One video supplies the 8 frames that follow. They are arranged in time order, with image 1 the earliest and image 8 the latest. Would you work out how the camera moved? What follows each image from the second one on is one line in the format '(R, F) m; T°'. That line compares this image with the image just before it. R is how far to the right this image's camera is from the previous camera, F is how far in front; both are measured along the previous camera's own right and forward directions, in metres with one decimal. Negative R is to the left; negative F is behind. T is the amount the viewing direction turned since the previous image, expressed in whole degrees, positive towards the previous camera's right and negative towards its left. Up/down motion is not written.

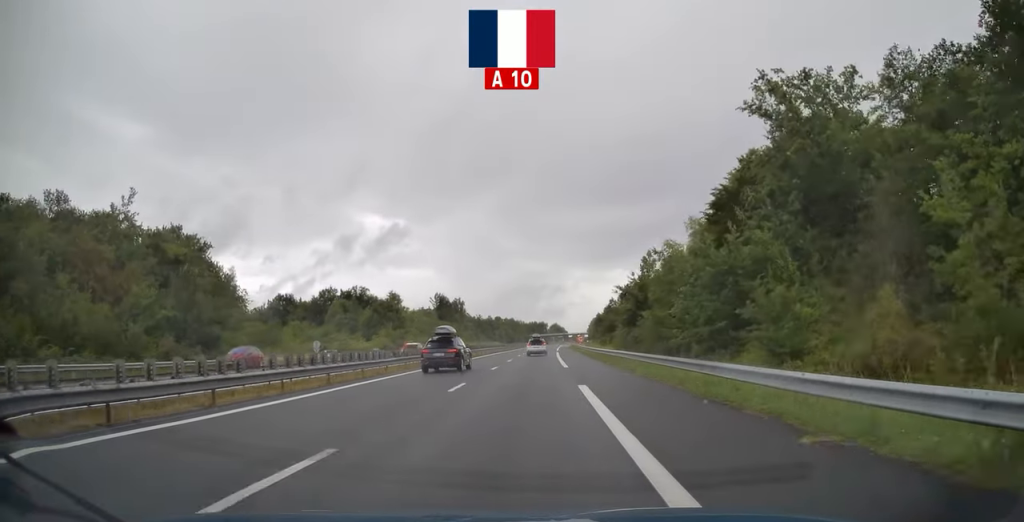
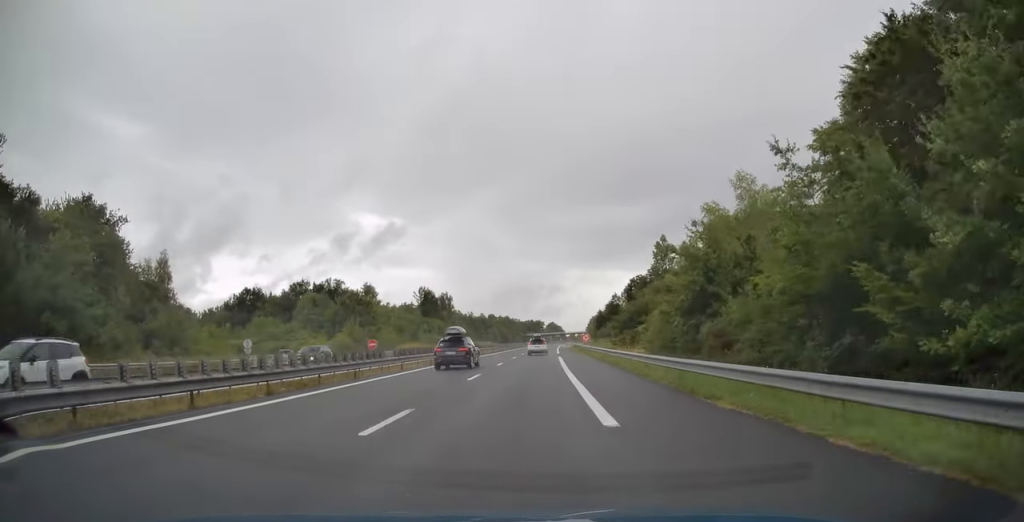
(+0.1, +21.0) m; +1°
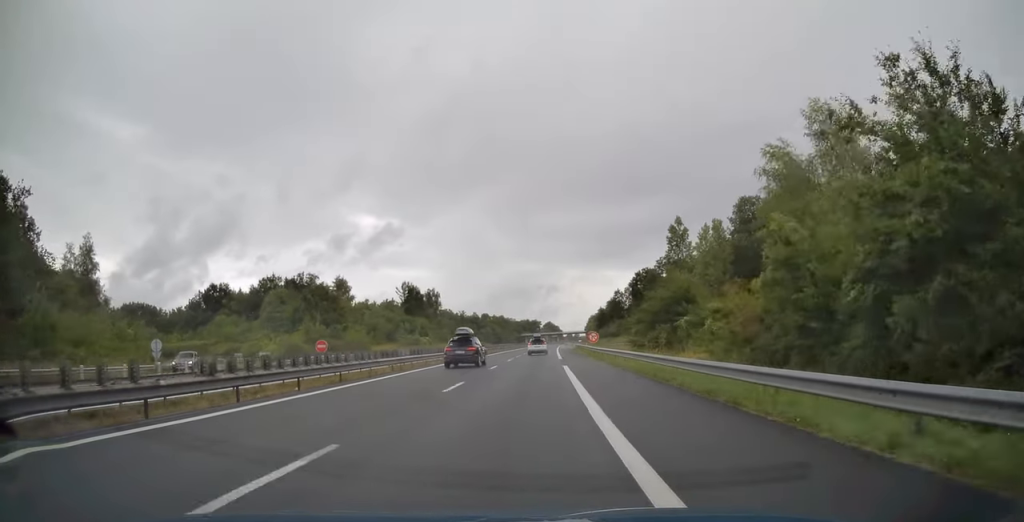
(+0.1, +17.8) m; 0°
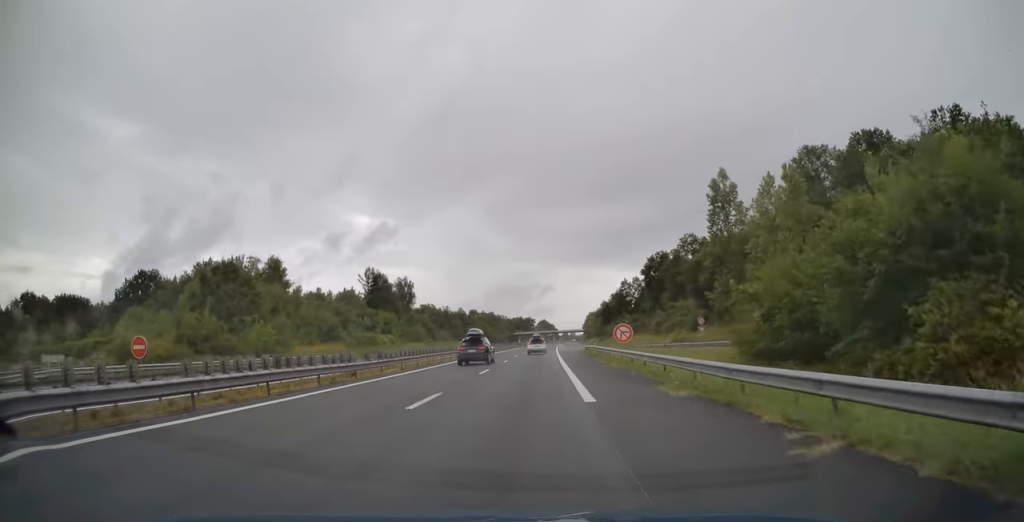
(+0.2, +30.2) m; +1°
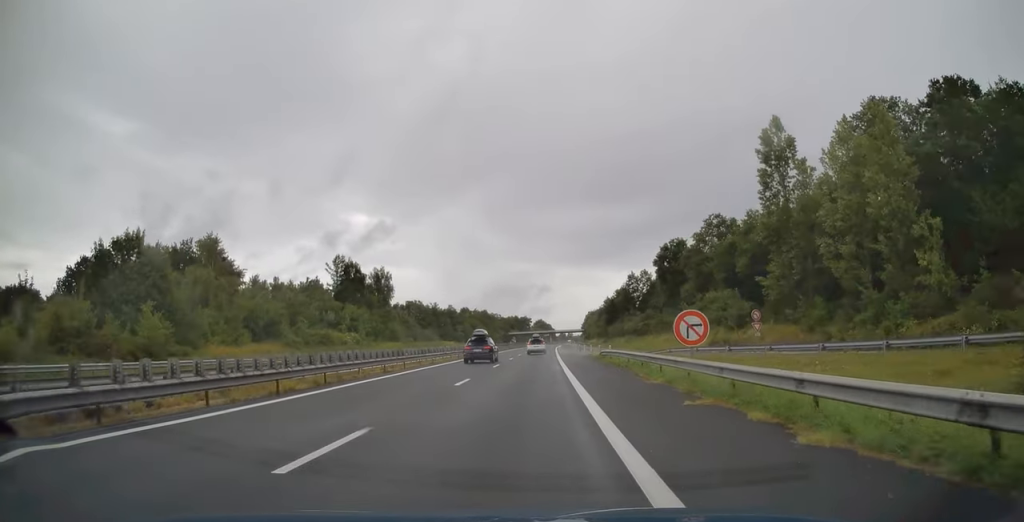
(0.0, +19.4) m; 0°
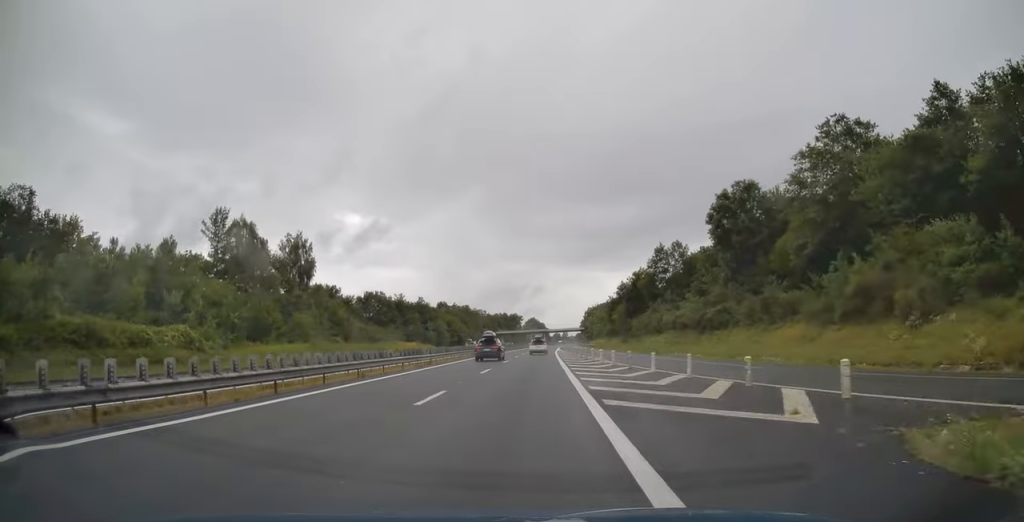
(+0.4, +44.2) m; +1°
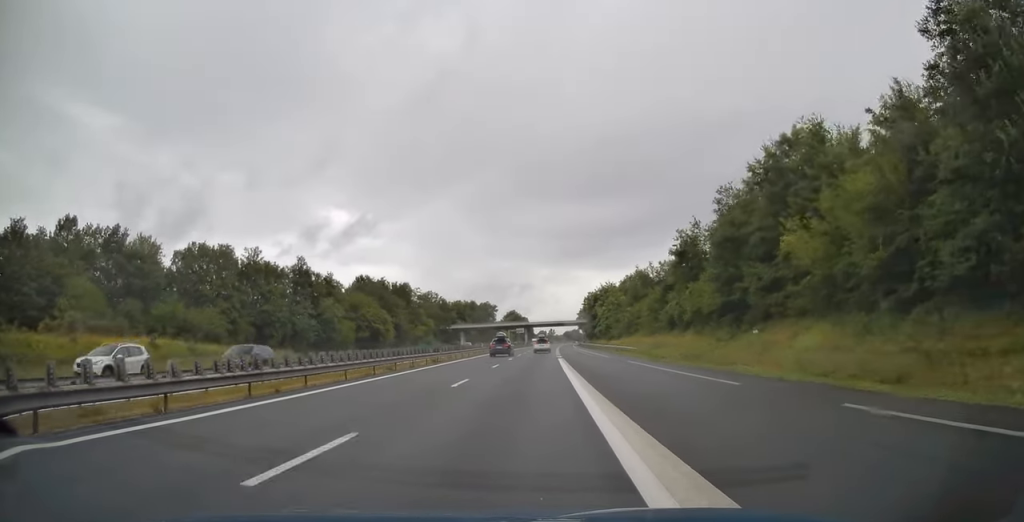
(+1.1, +85.6) m; +1°
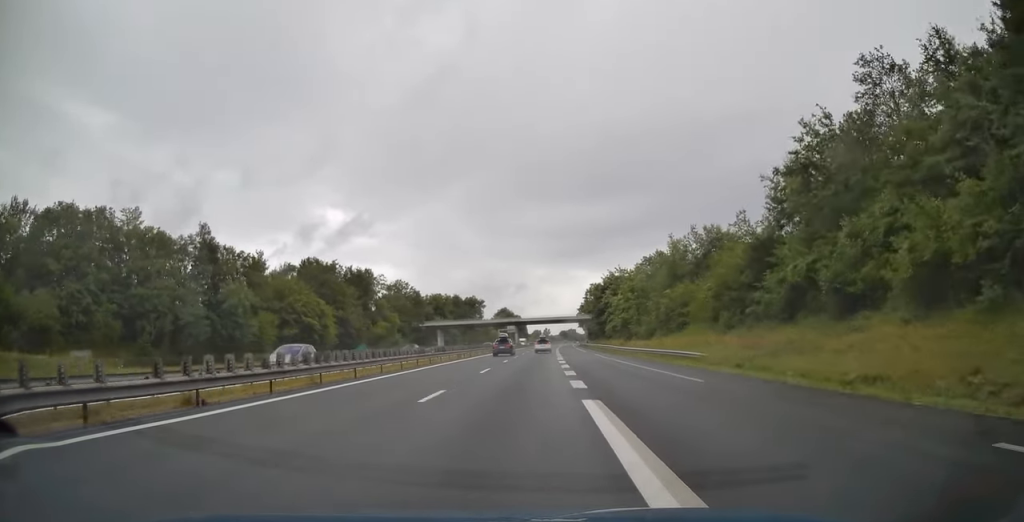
(-0.1, +30.6) m; 0°
